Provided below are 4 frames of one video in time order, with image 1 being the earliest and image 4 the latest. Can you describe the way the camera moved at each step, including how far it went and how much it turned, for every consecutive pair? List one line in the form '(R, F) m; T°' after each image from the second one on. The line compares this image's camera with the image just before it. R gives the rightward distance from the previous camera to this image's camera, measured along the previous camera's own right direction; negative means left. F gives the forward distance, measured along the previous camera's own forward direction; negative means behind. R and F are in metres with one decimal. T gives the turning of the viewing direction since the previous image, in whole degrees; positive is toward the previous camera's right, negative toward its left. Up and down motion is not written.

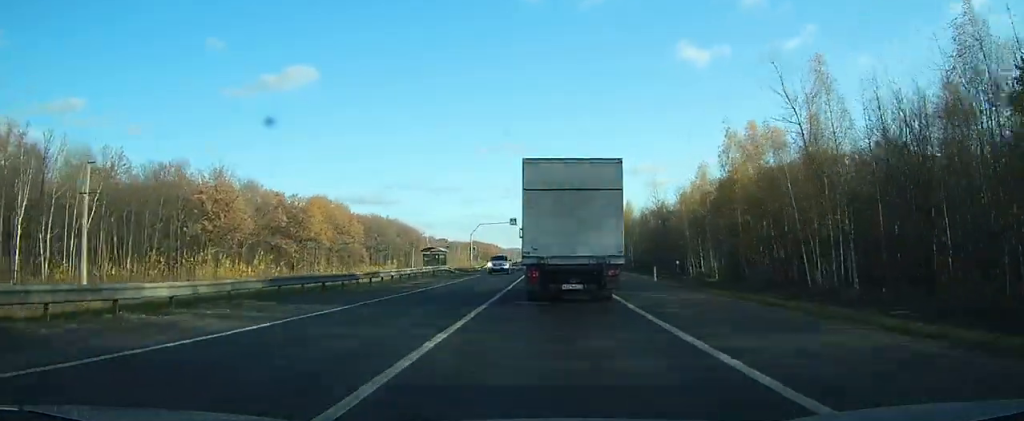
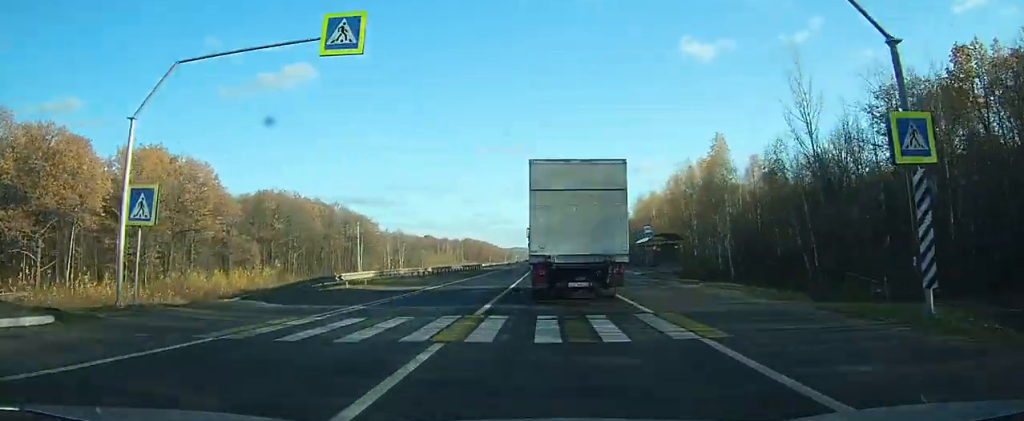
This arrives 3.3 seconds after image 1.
(-0.3, +73.2) m; 0°
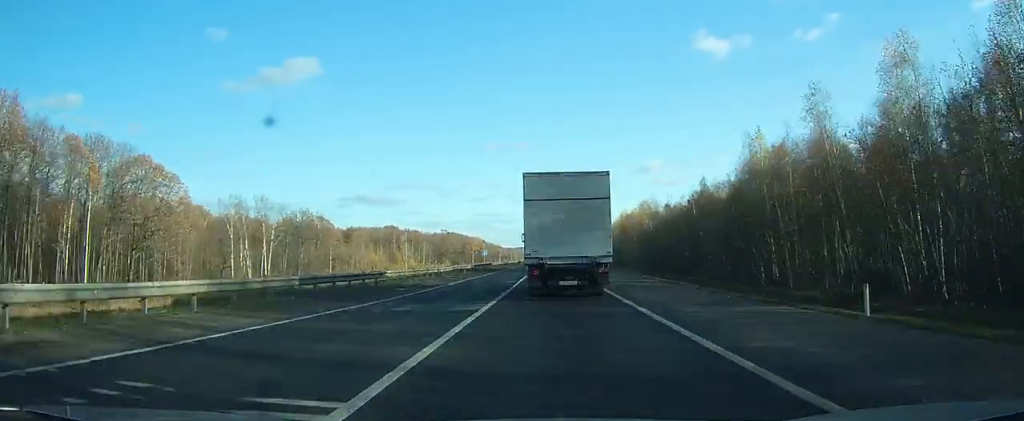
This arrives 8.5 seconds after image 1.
(-0.3, +114.2) m; 0°
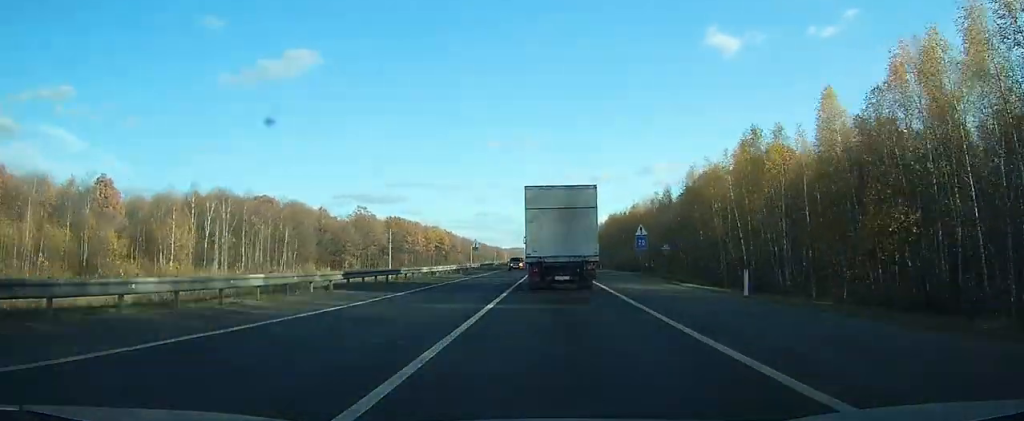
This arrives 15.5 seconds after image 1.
(+0.7, +147.0) m; 0°
